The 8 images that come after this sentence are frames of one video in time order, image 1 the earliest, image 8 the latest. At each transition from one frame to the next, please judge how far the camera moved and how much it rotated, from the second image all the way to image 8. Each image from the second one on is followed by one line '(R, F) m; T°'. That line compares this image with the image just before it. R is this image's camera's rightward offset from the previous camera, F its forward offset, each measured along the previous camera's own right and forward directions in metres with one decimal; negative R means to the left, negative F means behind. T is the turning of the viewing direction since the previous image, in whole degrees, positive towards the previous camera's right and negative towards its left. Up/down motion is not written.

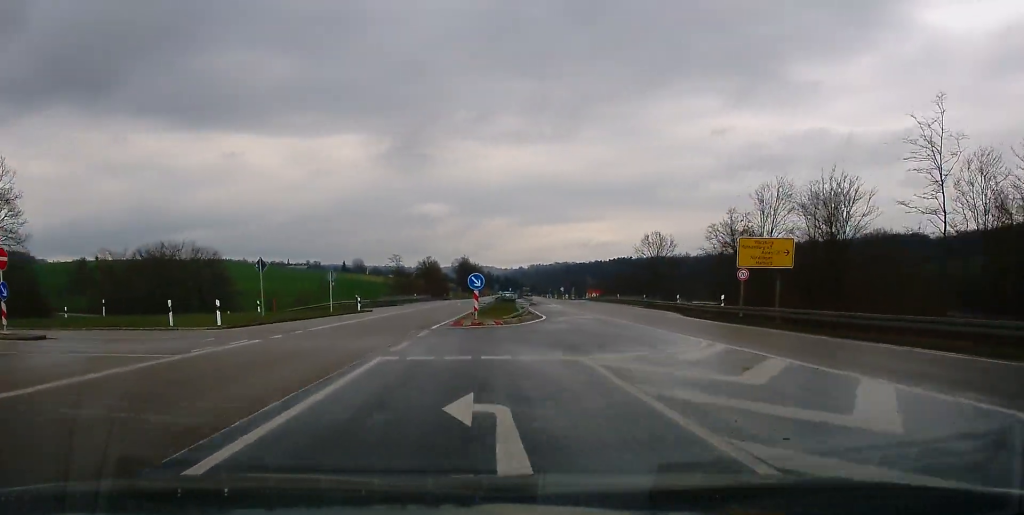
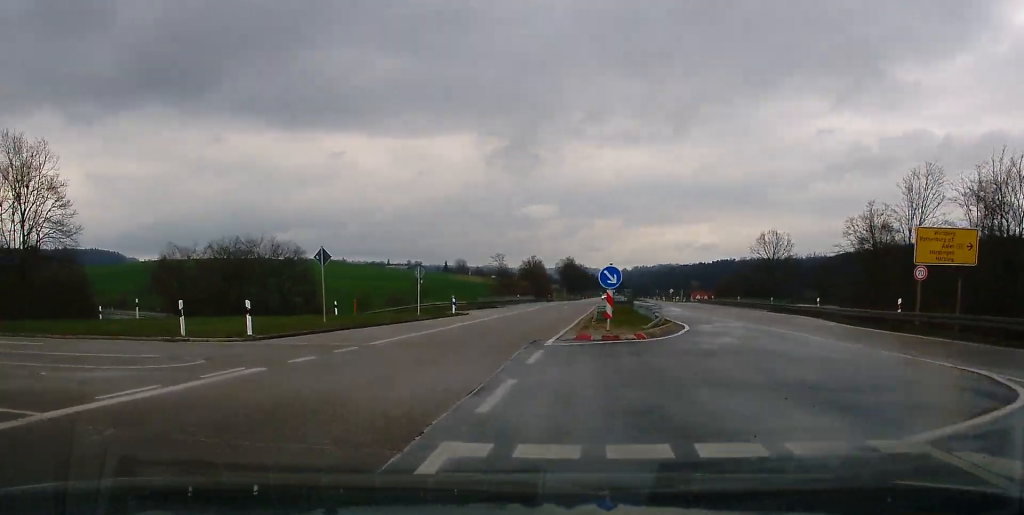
(+0.3, +9.6) m; -14°
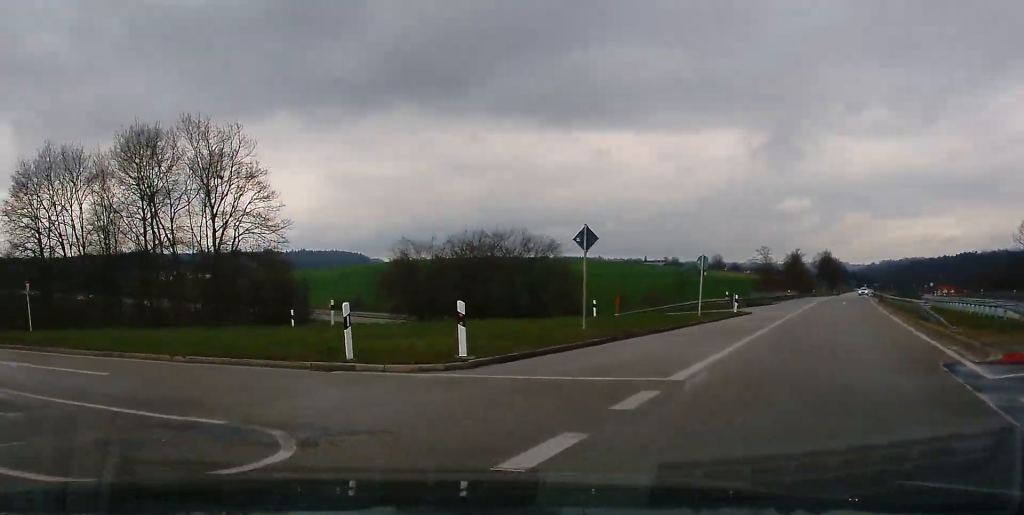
(-1.4, +9.6) m; -18°
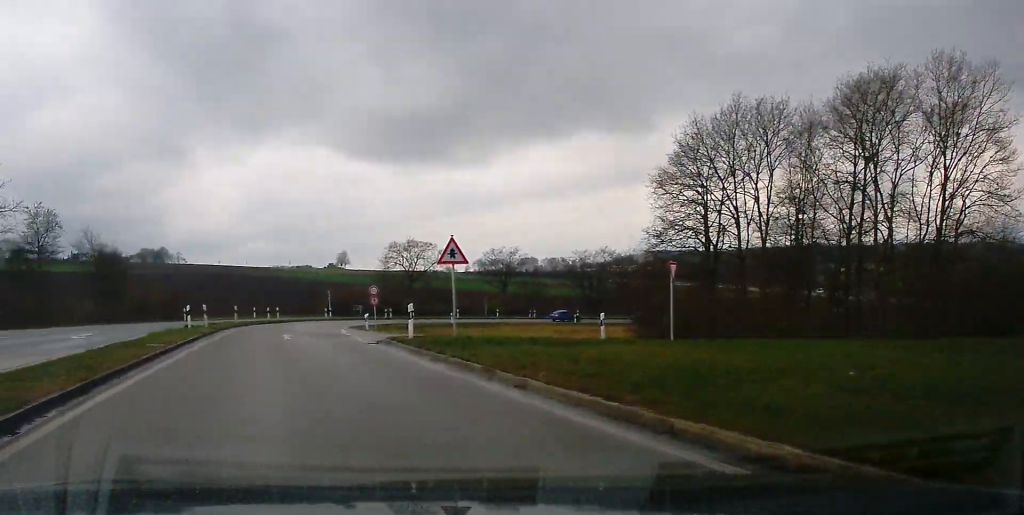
(-6.4, +16.5) m; -29°
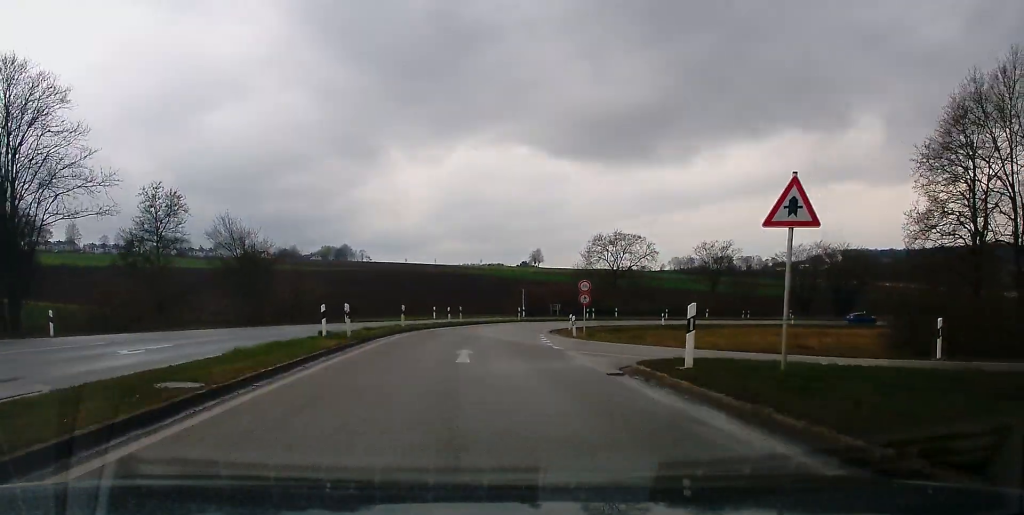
(-1.4, +12.2) m; -5°
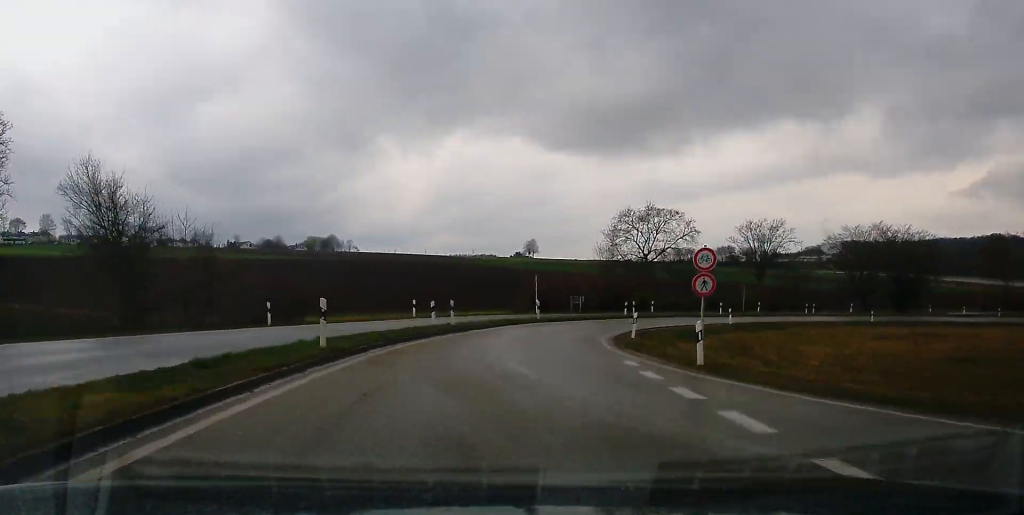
(-1.0, +19.9) m; 0°
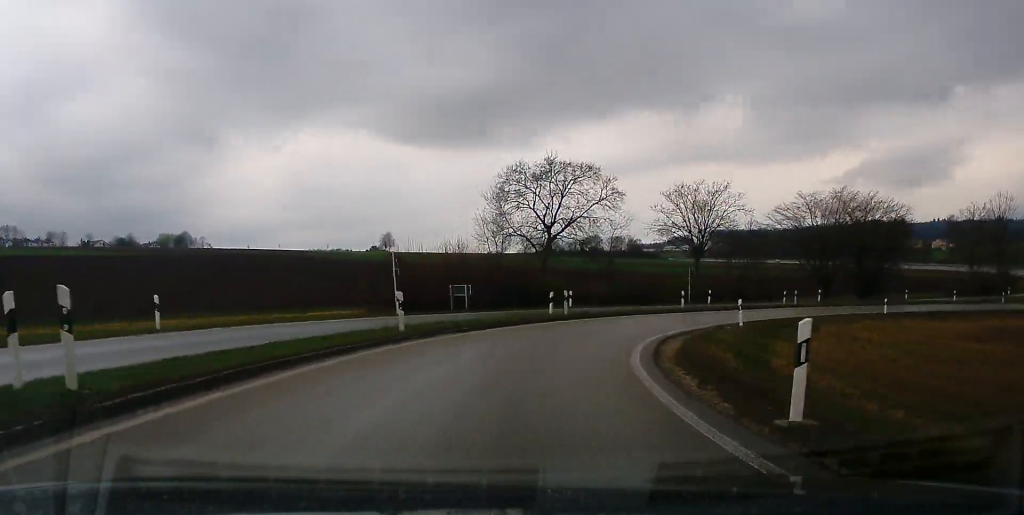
(+0.3, +20.9) m; +10°
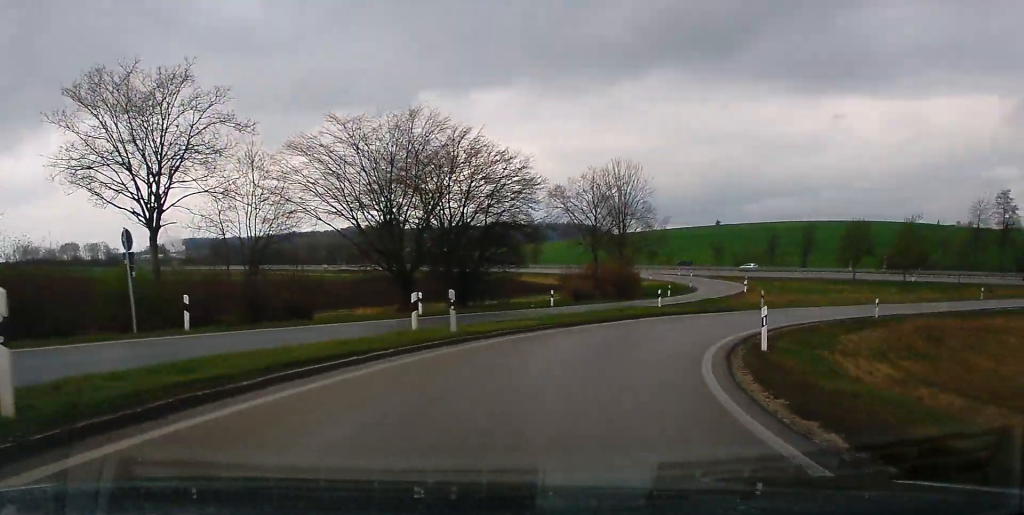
(+9.0, +32.0) m; +39°
